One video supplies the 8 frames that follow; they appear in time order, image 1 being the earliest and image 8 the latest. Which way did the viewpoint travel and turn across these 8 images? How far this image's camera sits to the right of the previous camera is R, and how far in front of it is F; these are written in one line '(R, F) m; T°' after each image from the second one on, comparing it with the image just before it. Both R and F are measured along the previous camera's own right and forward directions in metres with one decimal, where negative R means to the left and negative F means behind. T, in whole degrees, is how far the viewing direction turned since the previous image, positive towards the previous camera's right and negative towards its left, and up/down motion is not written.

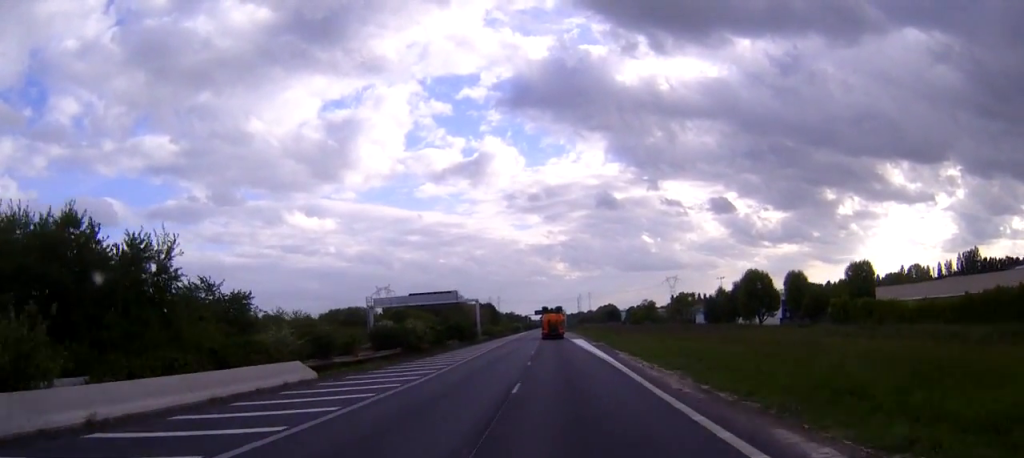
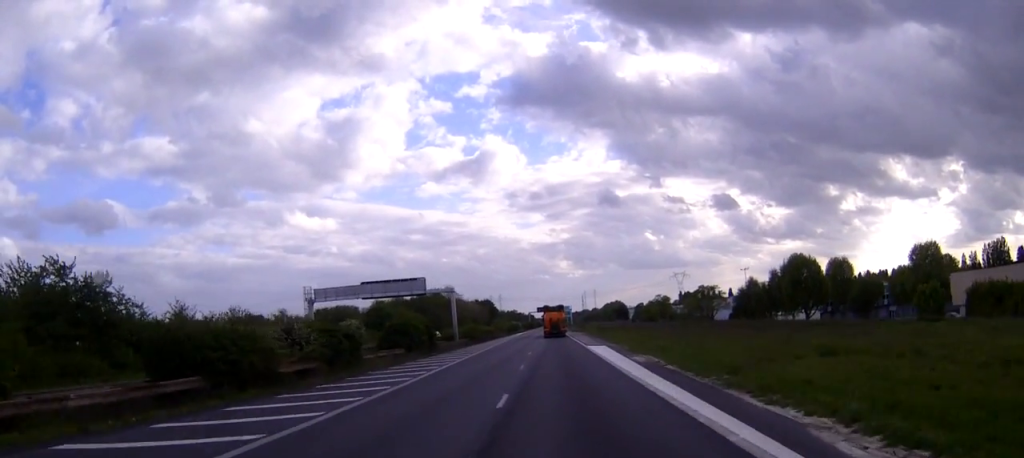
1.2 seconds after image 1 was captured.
(0.0, +30.0) m; 0°
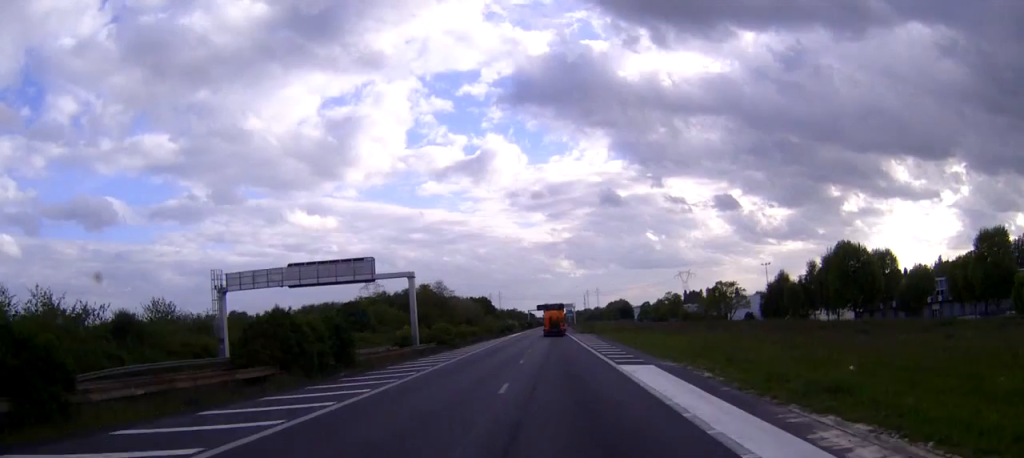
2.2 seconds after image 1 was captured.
(0.0, +23.7) m; 0°
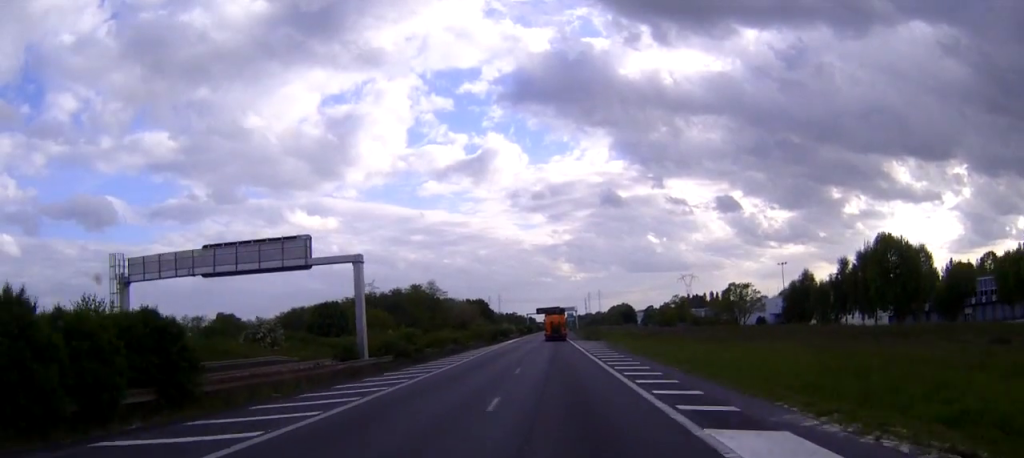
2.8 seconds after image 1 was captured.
(0.0, +15.6) m; 0°
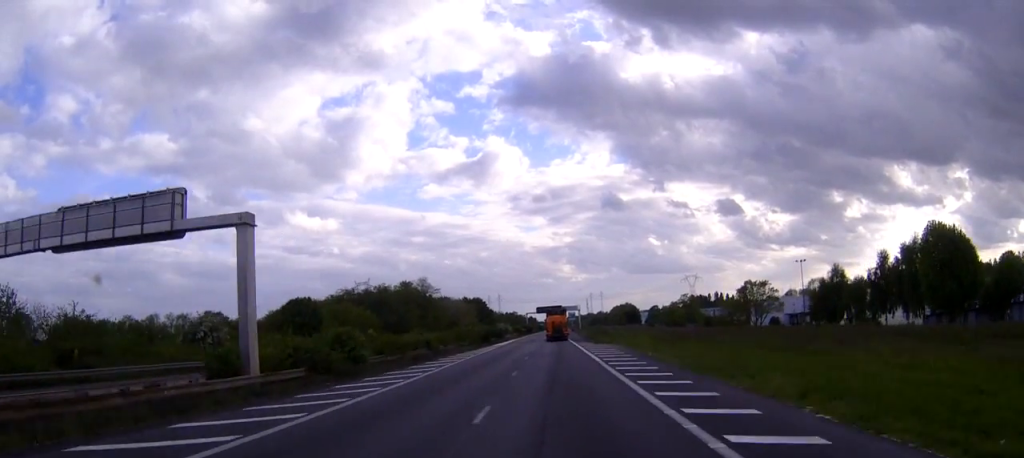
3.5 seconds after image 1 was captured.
(0.0, +15.5) m; 0°
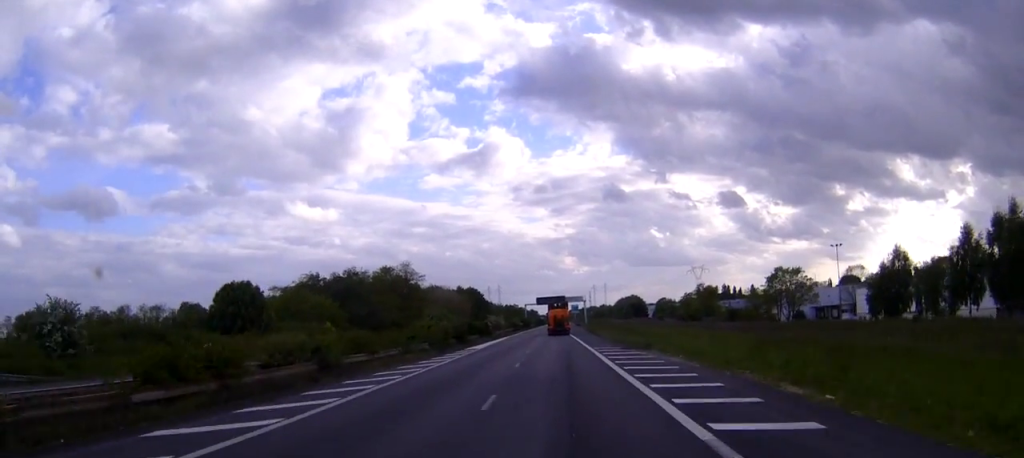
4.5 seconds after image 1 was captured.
(0.0, +24.6) m; 0°
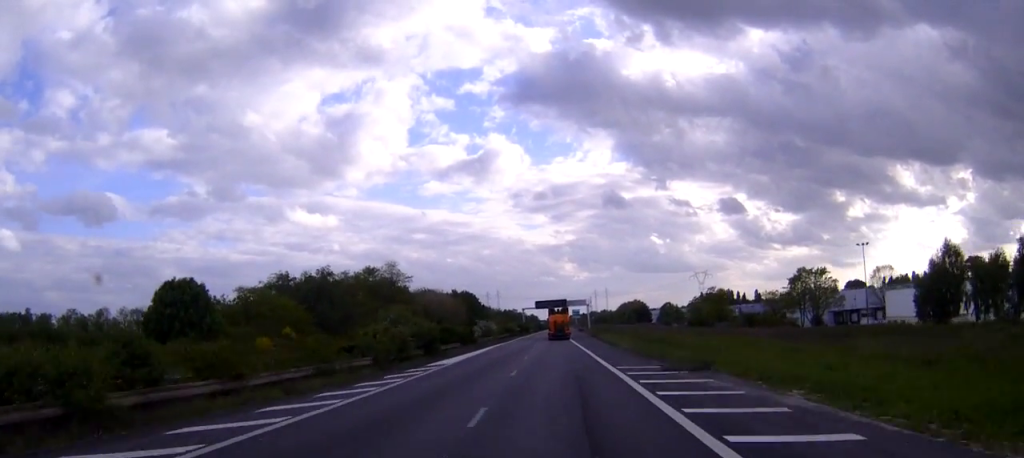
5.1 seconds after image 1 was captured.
(0.0, +15.6) m; 0°
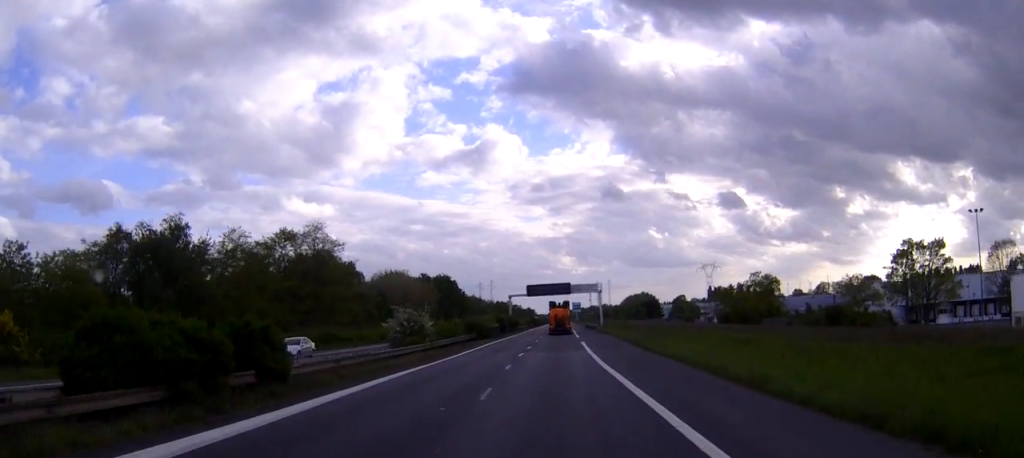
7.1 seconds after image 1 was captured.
(-0.1, +48.3) m; 0°
